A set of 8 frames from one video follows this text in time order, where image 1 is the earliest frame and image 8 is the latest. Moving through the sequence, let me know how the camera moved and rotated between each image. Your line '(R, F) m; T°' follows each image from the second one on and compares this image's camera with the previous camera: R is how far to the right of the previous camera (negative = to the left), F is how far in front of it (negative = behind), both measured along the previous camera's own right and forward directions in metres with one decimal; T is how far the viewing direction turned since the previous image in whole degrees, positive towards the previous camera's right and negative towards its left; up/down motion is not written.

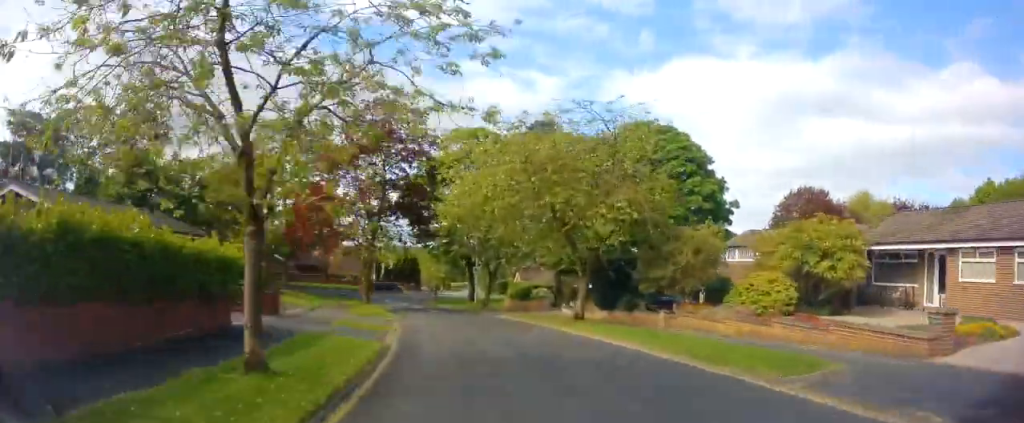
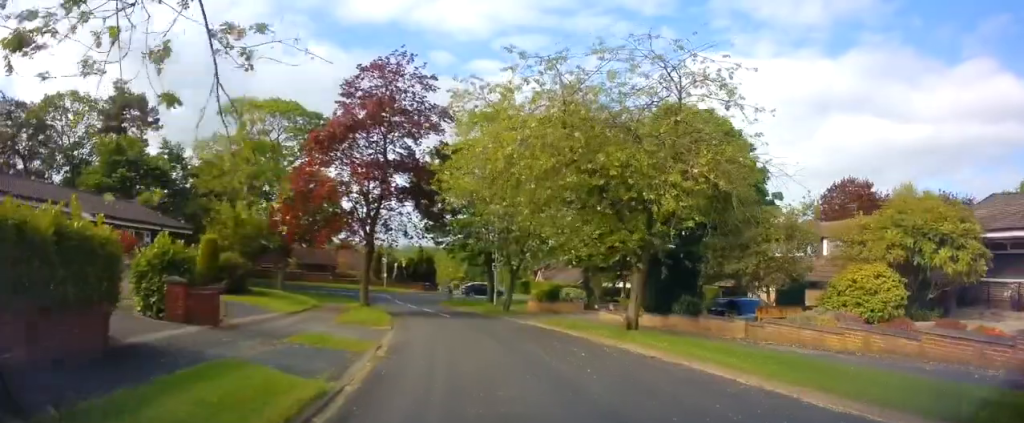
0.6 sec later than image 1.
(+0.2, +5.3) m; -3°
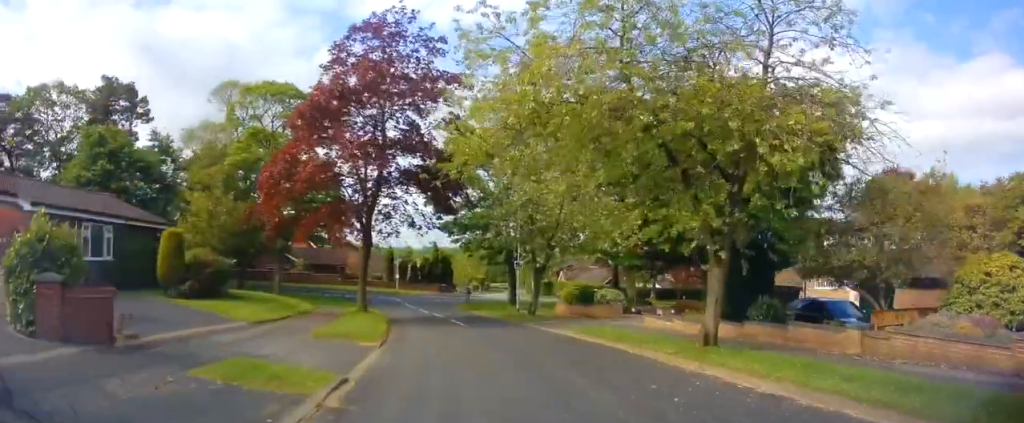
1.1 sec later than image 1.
(-0.3, +4.6) m; -3°
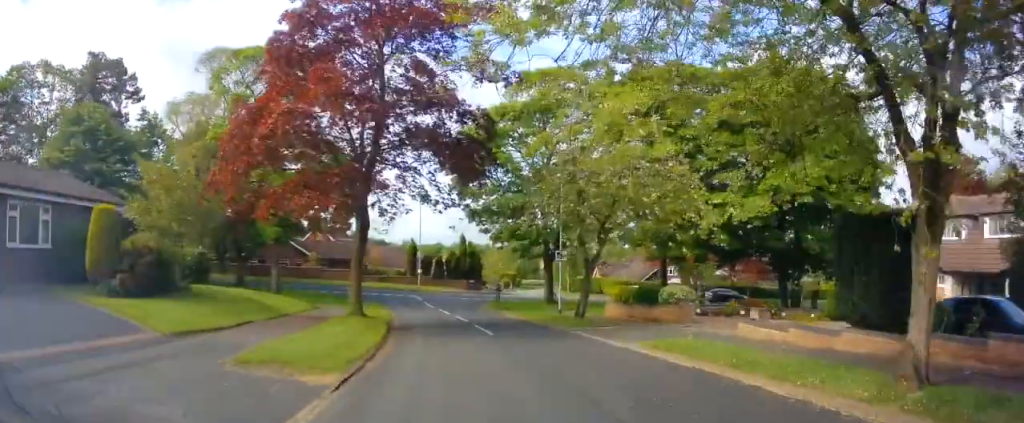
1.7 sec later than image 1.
(-0.3, +5.8) m; -3°
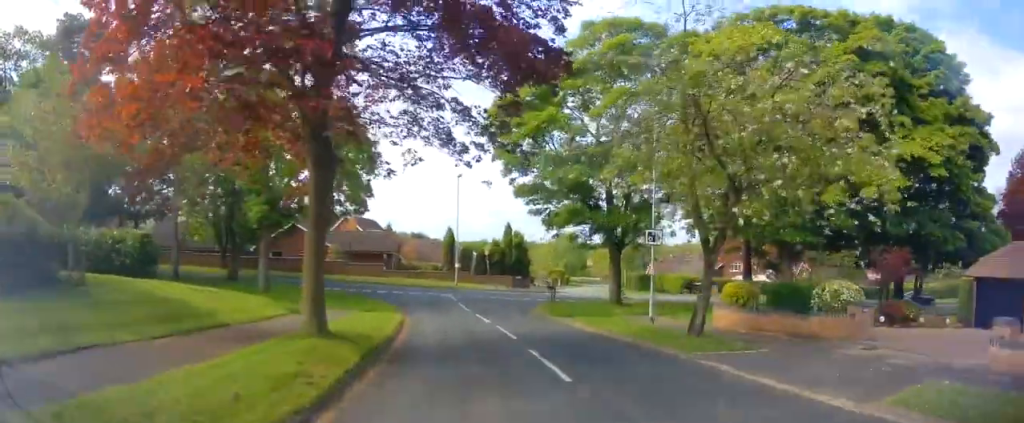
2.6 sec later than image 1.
(0.0, +8.1) m; -3°
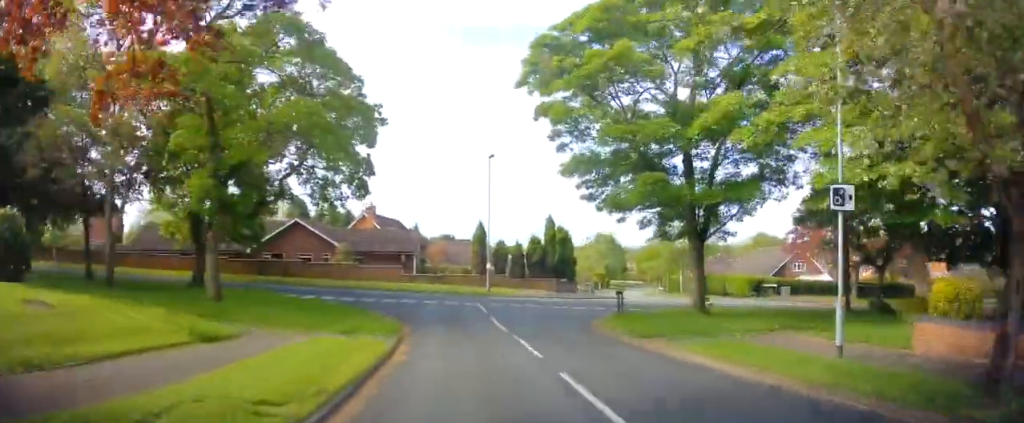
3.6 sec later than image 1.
(-0.6, +8.5) m; -5°
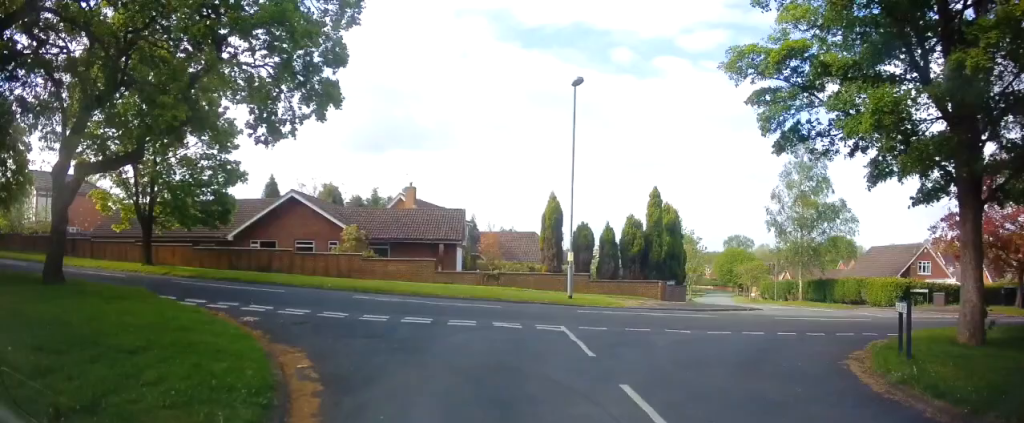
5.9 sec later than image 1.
(0.0, +14.3) m; -6°
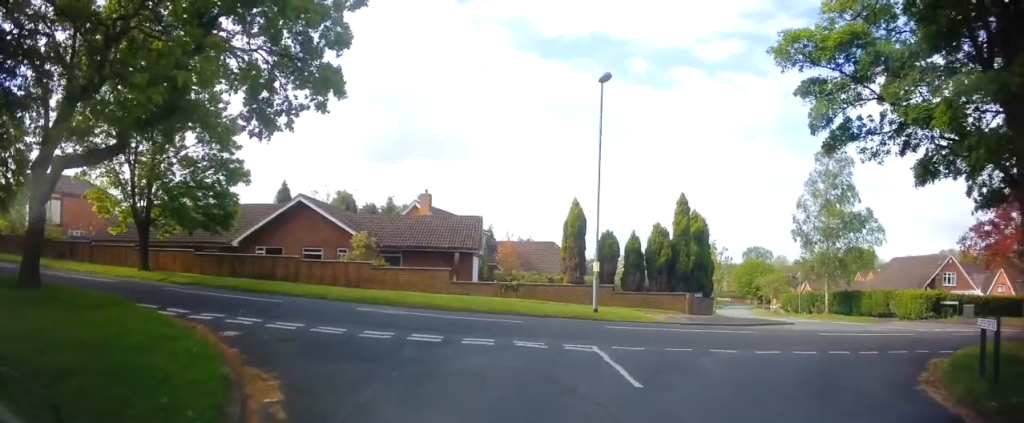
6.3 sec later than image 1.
(-0.2, +1.7) m; -4°
